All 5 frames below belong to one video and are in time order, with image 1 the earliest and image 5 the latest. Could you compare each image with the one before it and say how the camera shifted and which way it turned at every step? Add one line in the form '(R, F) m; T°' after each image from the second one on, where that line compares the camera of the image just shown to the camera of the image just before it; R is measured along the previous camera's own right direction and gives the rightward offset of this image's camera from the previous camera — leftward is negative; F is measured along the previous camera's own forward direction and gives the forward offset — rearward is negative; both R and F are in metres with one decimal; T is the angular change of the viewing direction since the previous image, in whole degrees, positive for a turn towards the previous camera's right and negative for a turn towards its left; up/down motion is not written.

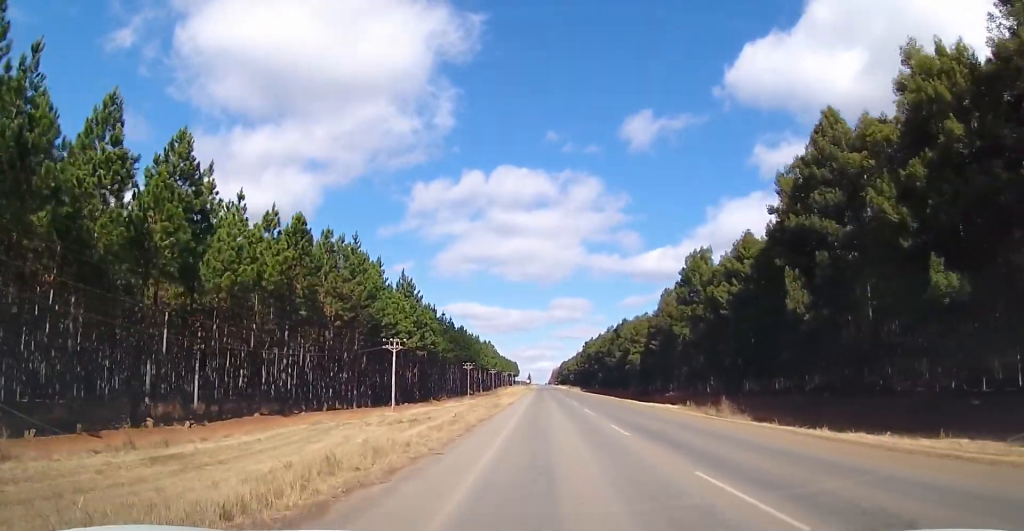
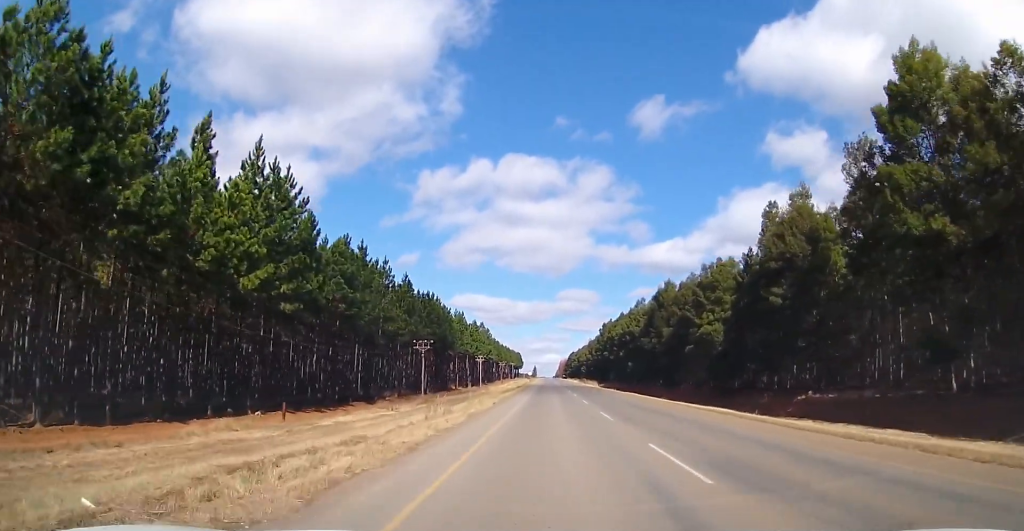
(+0.8, +47.3) m; -2°
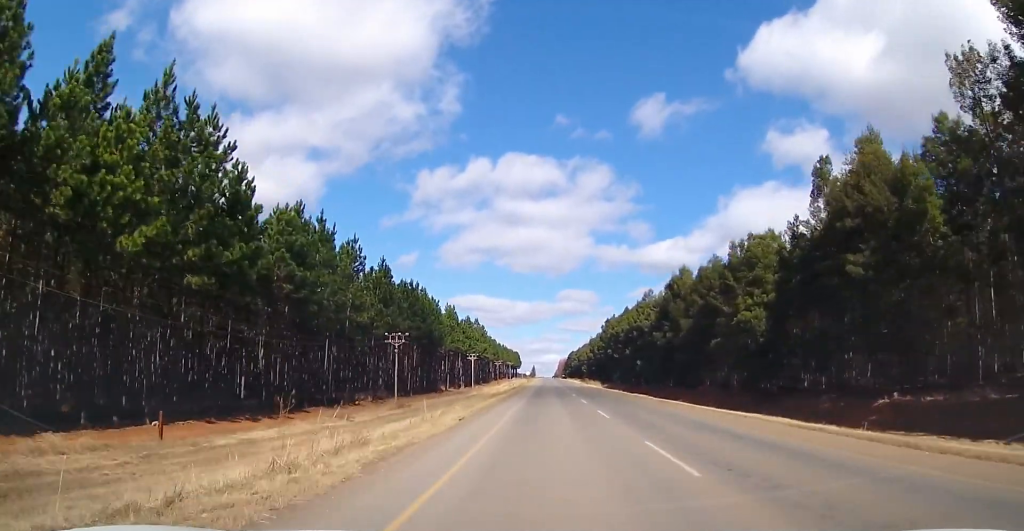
(-0.1, +12.0) m; -1°
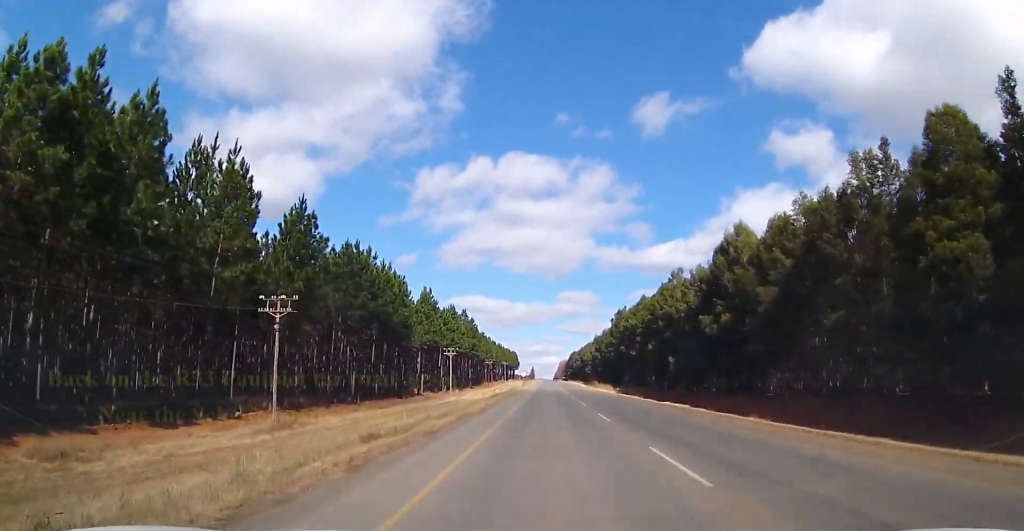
(-0.4, +25.5) m; -1°
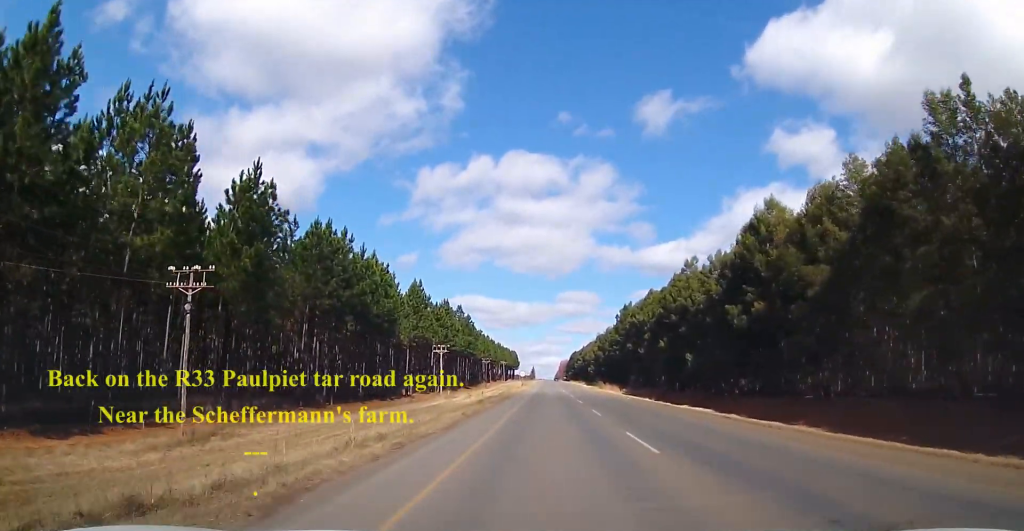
(-0.1, +8.4) m; 0°
